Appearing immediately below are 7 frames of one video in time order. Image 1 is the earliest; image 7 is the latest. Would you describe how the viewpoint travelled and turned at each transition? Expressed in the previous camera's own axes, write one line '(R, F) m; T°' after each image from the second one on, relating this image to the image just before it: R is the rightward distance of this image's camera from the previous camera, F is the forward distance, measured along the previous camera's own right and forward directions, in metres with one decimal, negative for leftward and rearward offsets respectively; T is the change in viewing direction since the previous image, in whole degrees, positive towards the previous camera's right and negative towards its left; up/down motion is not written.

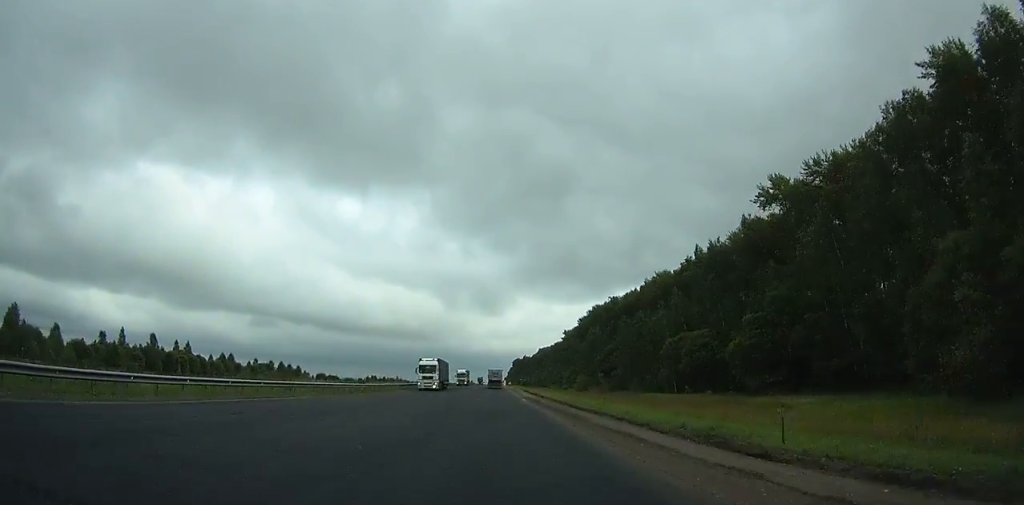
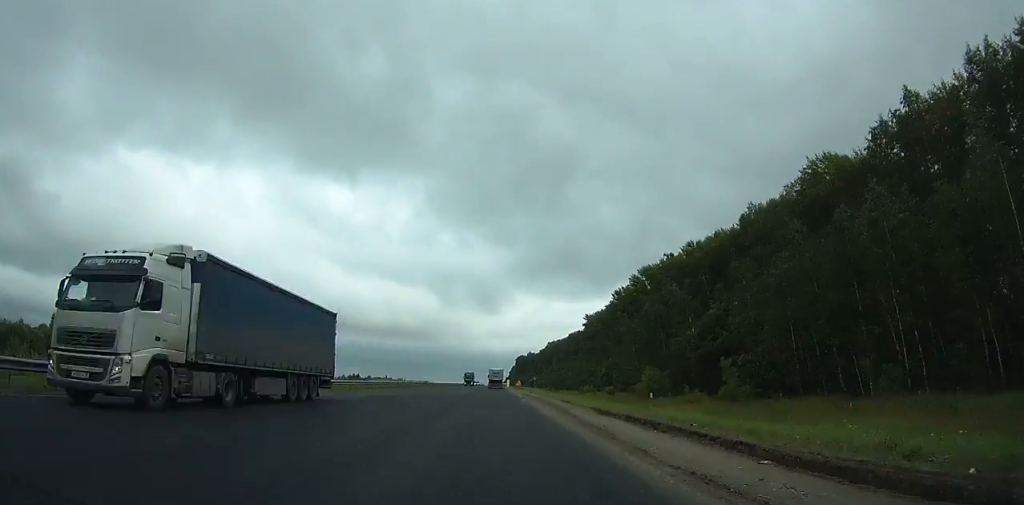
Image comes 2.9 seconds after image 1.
(+0.2, +66.9) m; 0°
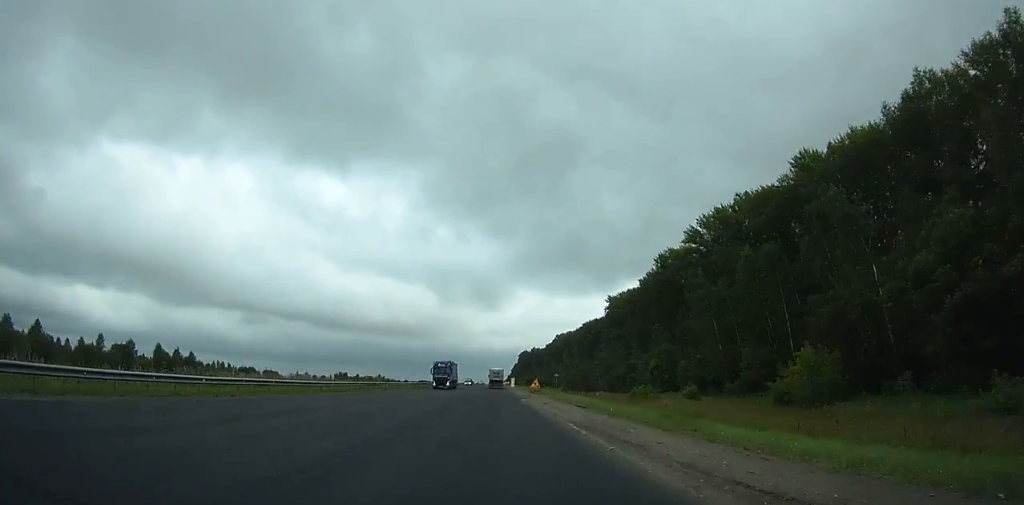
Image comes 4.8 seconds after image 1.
(+0.1, +43.5) m; 0°
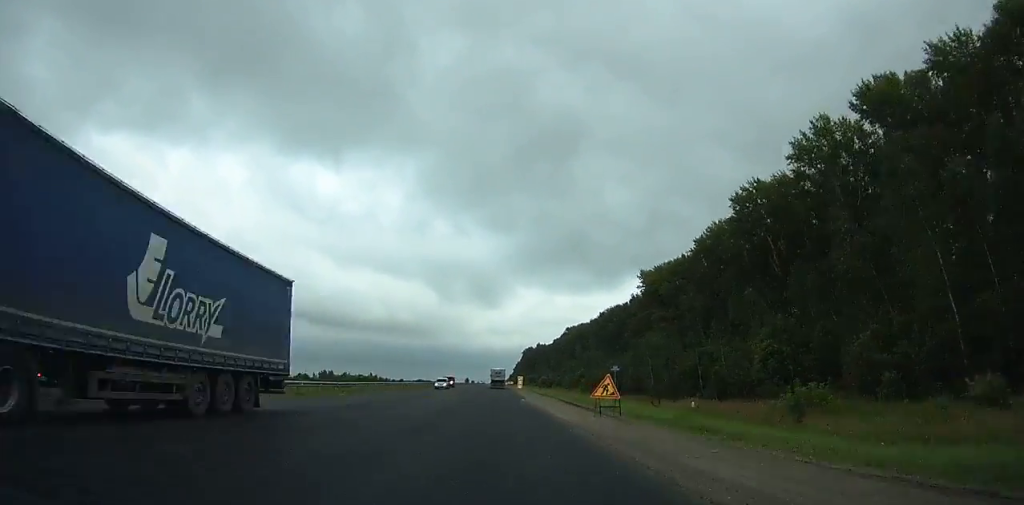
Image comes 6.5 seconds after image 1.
(-0.2, +38.6) m; 0°
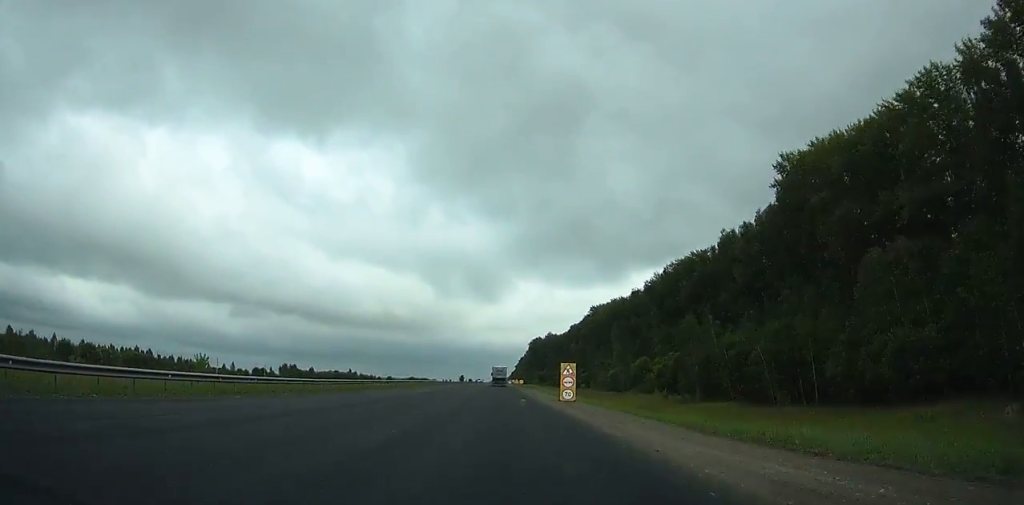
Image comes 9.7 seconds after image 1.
(-0.2, +72.0) m; 0°
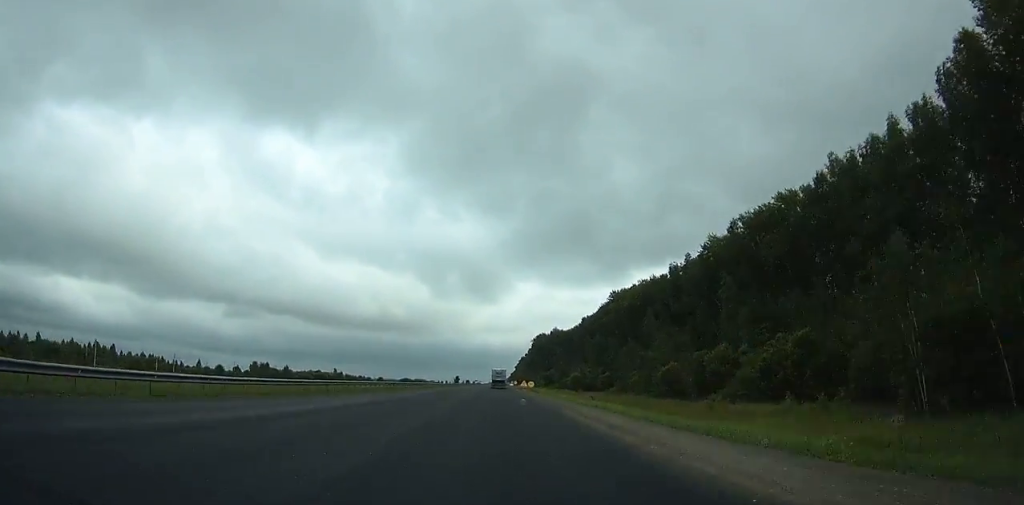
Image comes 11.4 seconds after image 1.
(0.0, +38.1) m; 0°
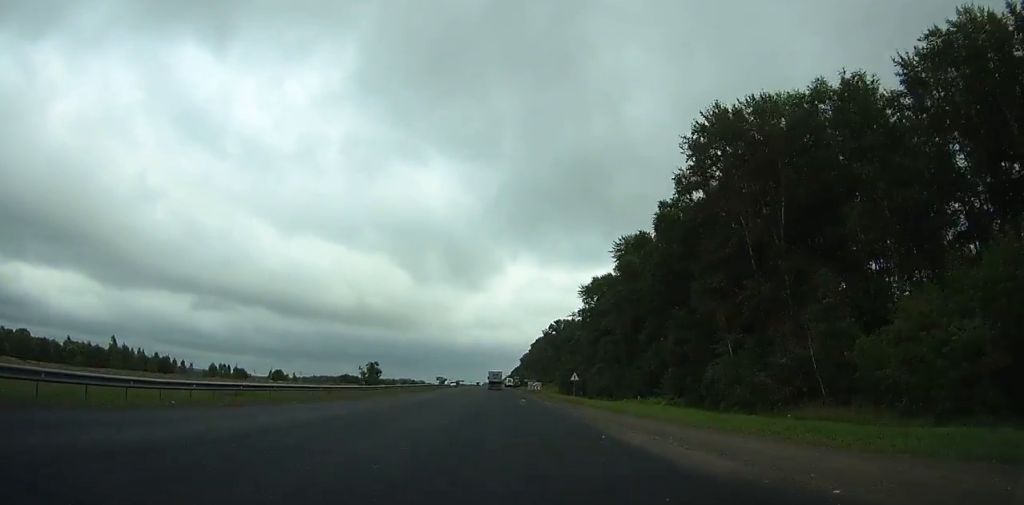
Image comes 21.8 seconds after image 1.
(-0.8, +233.3) m; 0°
